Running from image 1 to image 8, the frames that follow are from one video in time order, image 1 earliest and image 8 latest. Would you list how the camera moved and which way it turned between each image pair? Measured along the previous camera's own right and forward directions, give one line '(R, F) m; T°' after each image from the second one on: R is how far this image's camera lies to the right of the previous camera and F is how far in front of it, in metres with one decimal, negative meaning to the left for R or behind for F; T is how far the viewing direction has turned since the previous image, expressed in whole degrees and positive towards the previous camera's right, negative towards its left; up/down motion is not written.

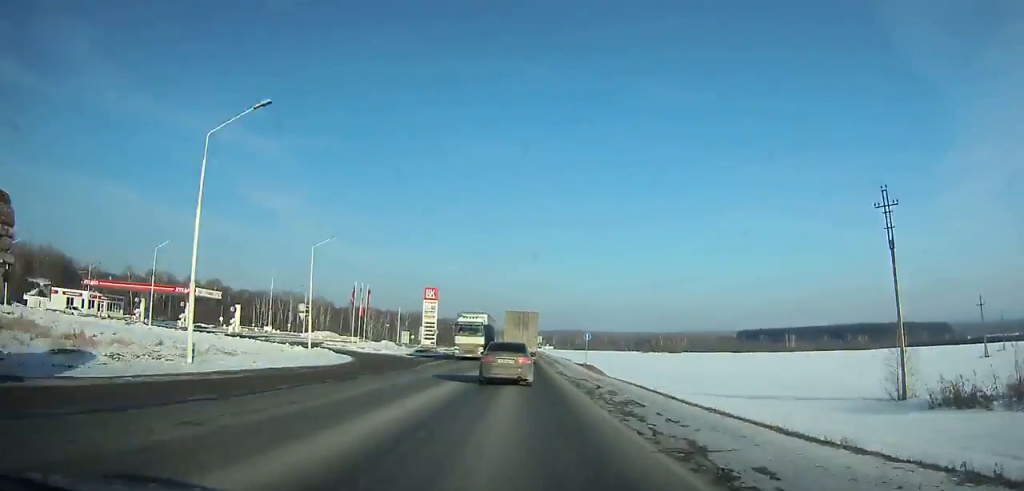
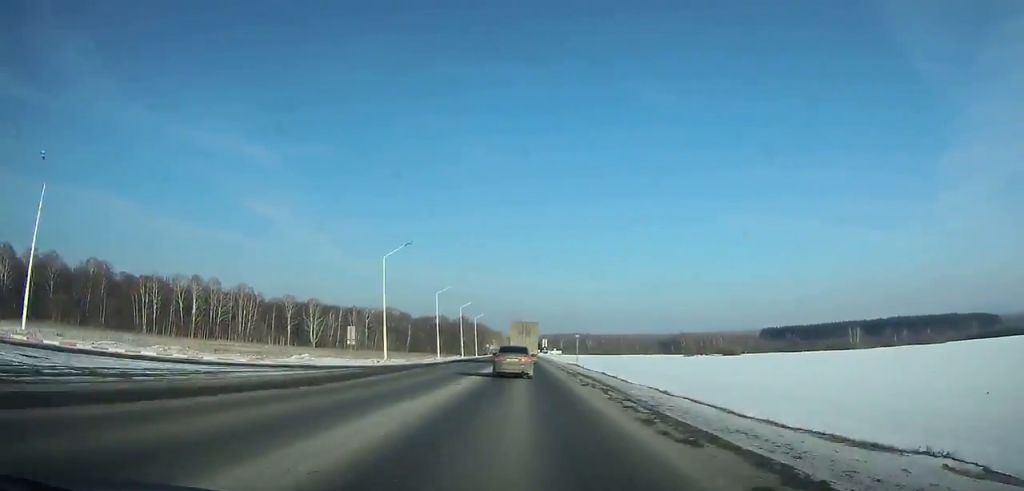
(-0.1, +109.1) m; -1°
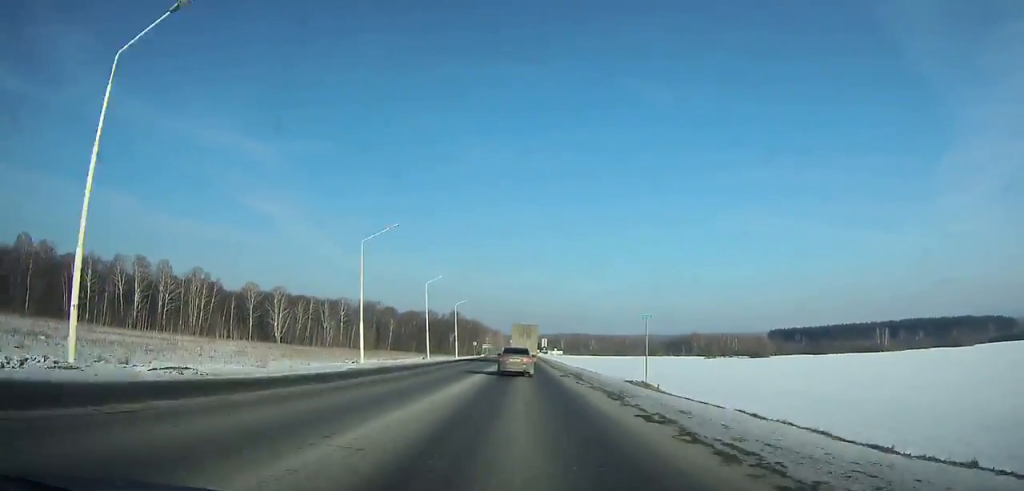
(-0.2, +40.0) m; 0°
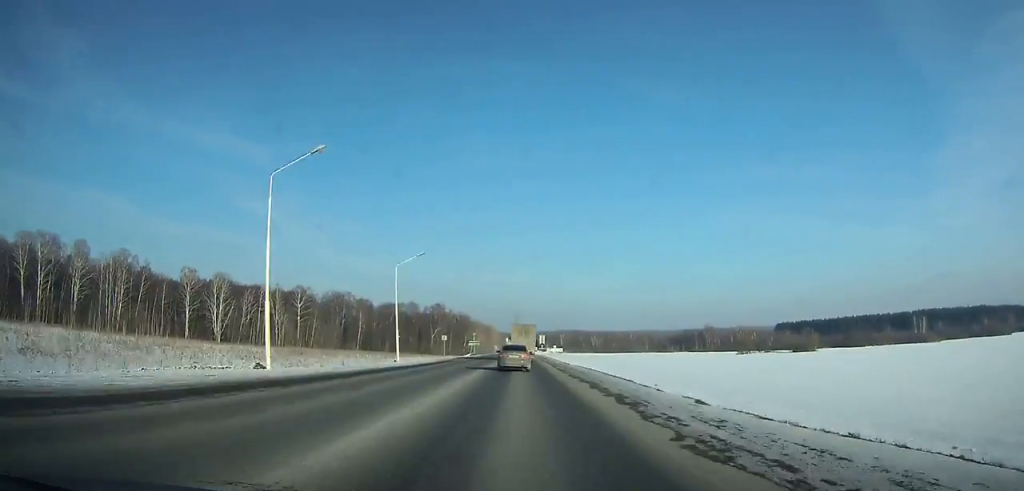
(0.0, +47.3) m; 0°
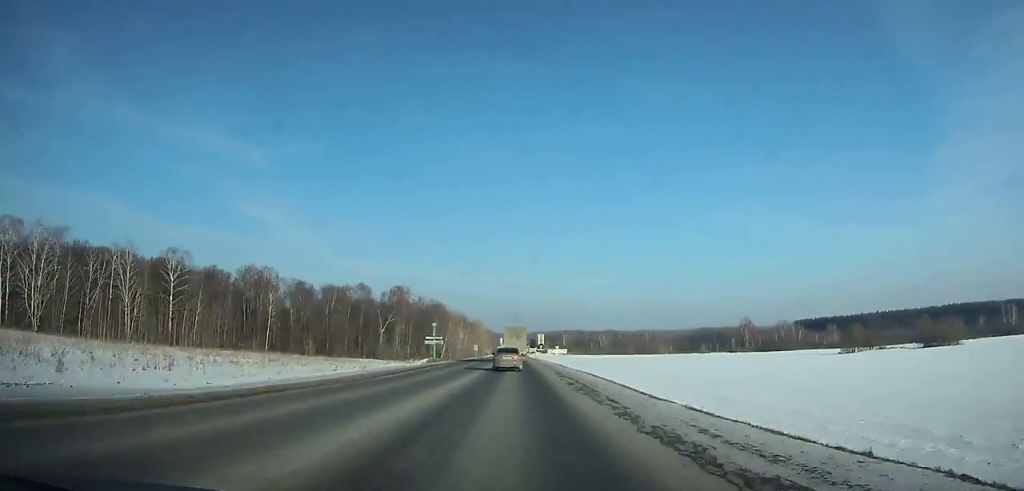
(-0.1, +81.4) m; 0°
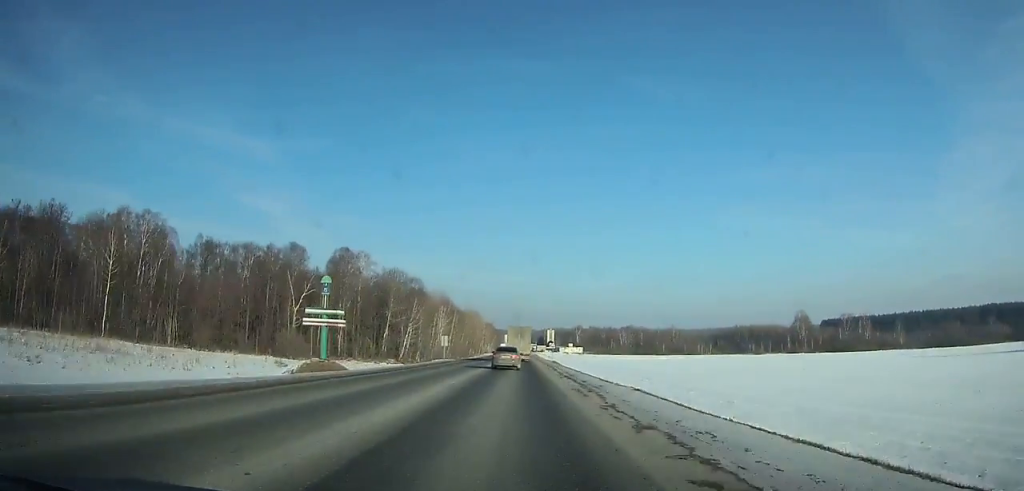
(-0.1, +65.4) m; 0°
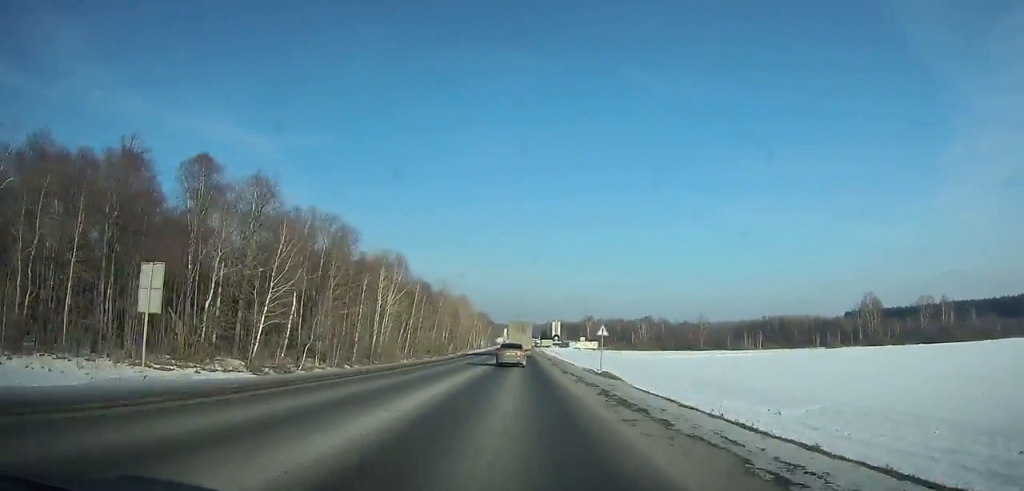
(0.0, +61.4) m; 0°
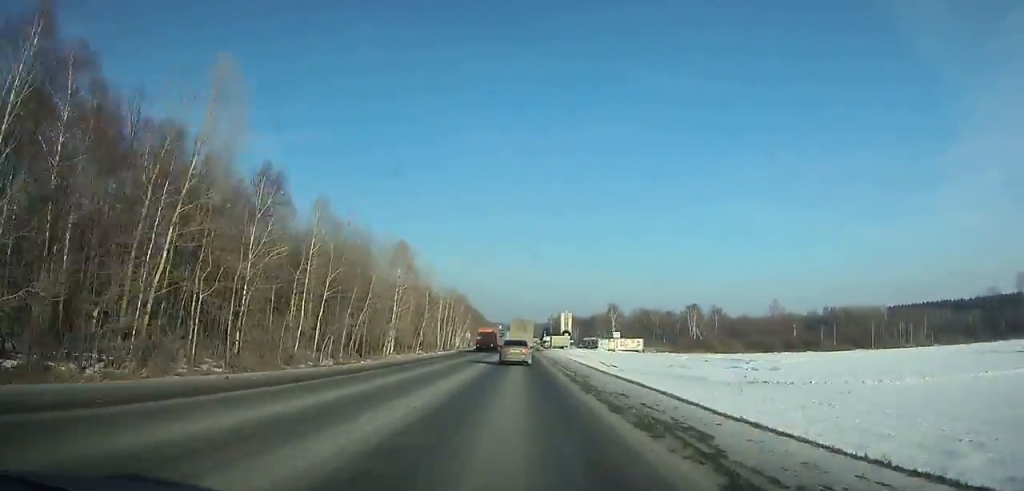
(+0.1, +102.9) m; 0°
